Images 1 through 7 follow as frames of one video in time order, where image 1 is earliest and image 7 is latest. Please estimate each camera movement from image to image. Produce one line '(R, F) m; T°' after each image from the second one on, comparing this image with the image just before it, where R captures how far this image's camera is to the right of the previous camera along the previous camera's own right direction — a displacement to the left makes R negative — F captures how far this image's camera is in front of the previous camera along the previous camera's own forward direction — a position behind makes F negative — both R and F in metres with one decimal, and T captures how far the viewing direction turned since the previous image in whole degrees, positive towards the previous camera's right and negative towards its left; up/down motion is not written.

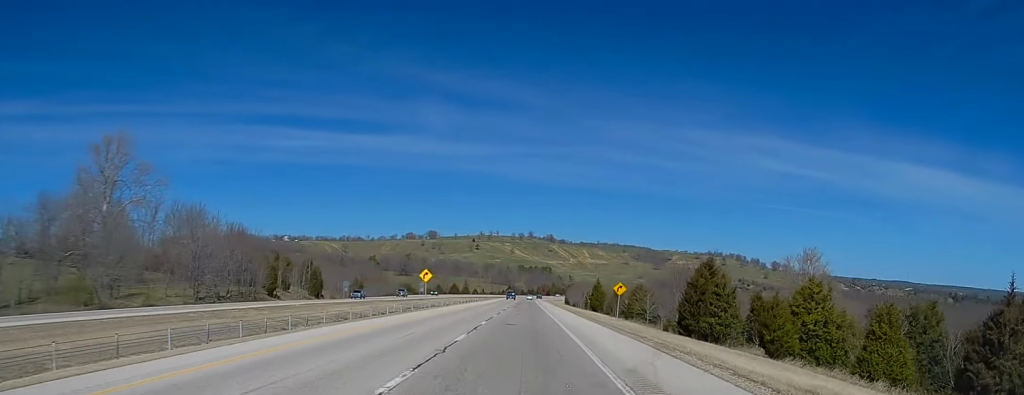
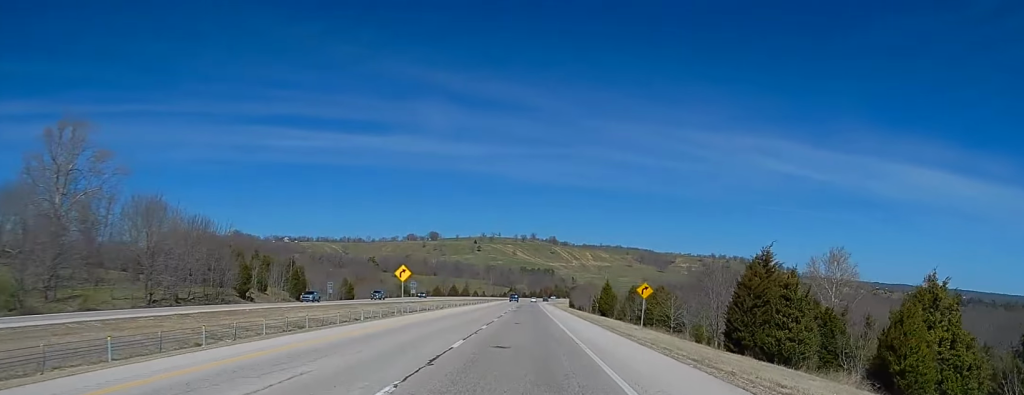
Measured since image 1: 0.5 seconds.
(-0.4, +14.2) m; 0°
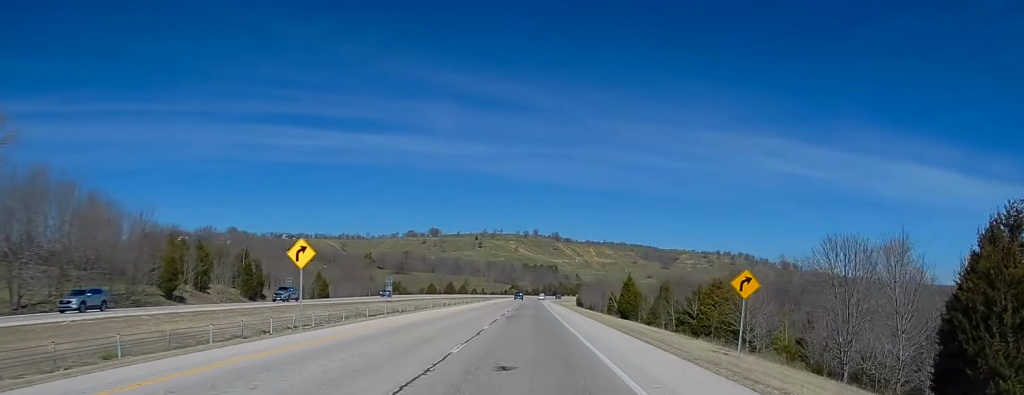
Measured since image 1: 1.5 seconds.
(+0.6, +26.3) m; 0°
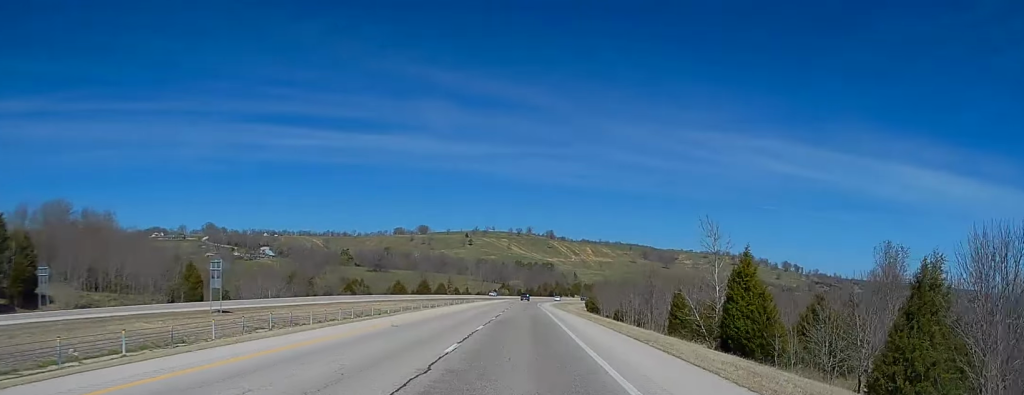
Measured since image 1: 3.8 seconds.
(+0.2, +61.4) m; +1°
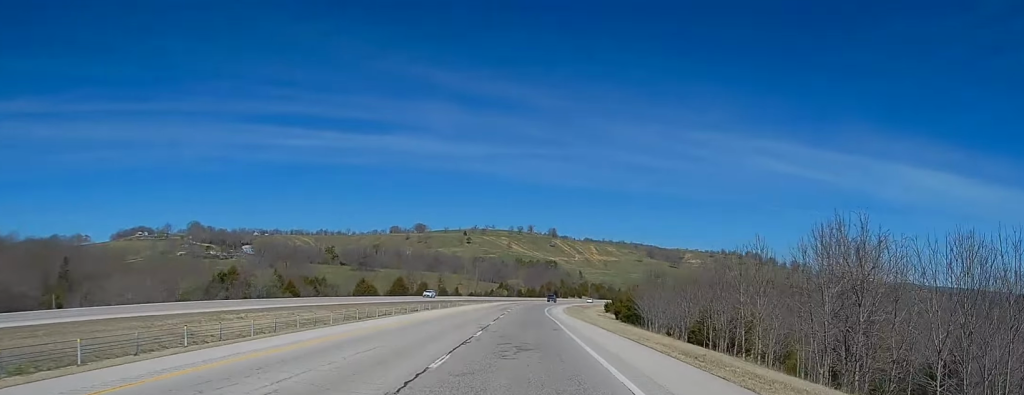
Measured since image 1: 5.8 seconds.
(-1.2, +52.0) m; -1°
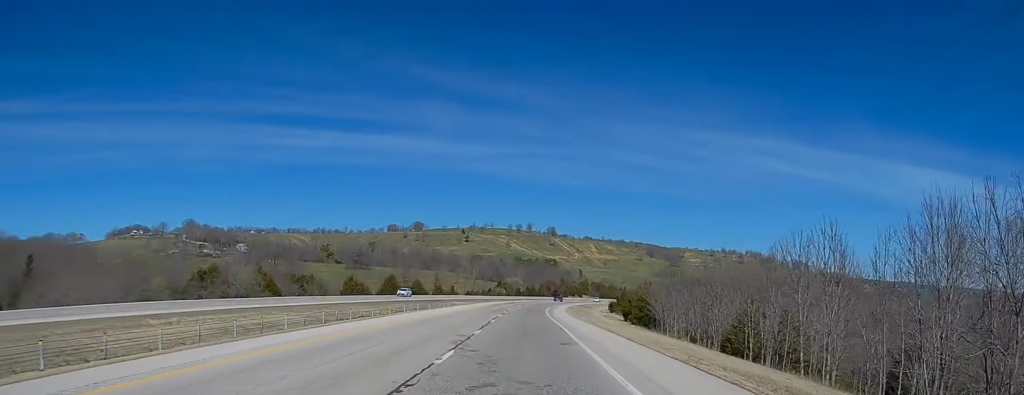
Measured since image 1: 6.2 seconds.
(+0.3, +11.3) m; +1°
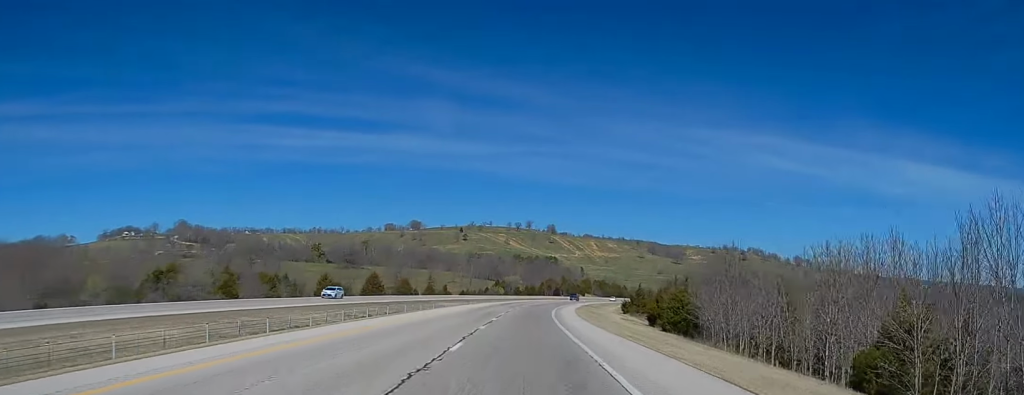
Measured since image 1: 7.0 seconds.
(+0.3, +21.6) m; 0°
